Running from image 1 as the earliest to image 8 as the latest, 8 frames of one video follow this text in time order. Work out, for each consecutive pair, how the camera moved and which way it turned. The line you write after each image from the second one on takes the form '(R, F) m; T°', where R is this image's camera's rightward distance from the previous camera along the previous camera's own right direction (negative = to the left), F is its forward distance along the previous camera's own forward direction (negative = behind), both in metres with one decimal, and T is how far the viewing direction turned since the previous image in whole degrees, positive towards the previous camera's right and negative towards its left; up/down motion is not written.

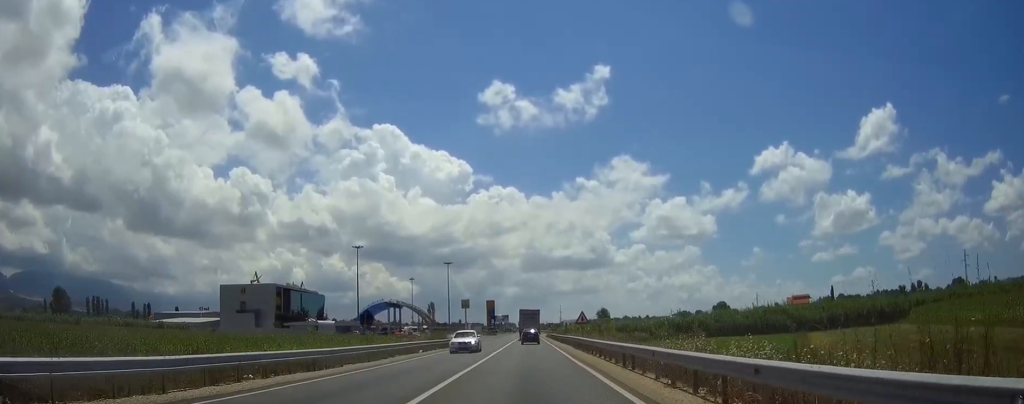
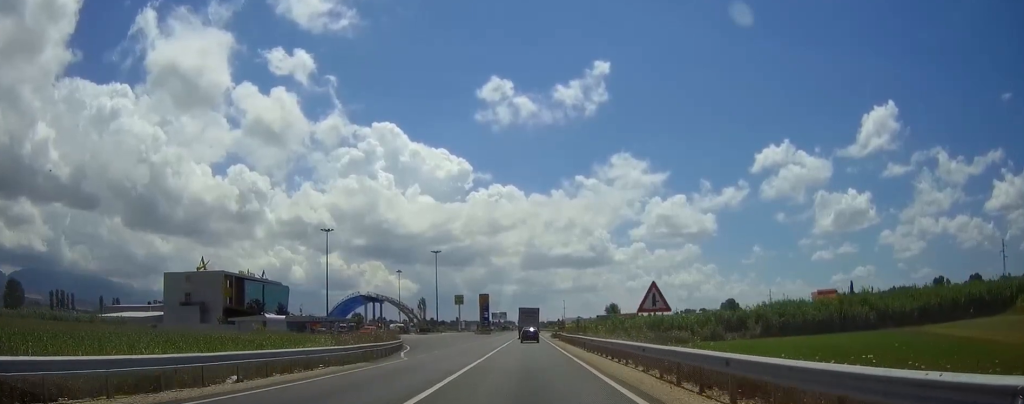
(0.0, +30.2) m; 0°
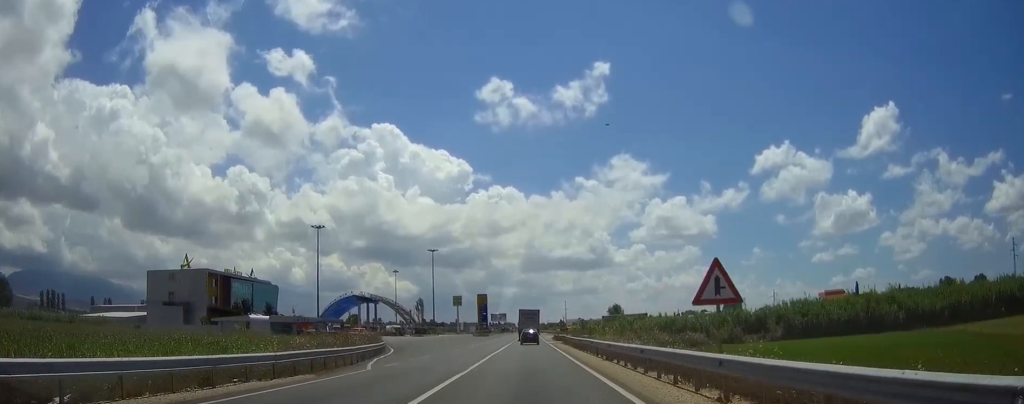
(+0.1, +7.6) m; 0°
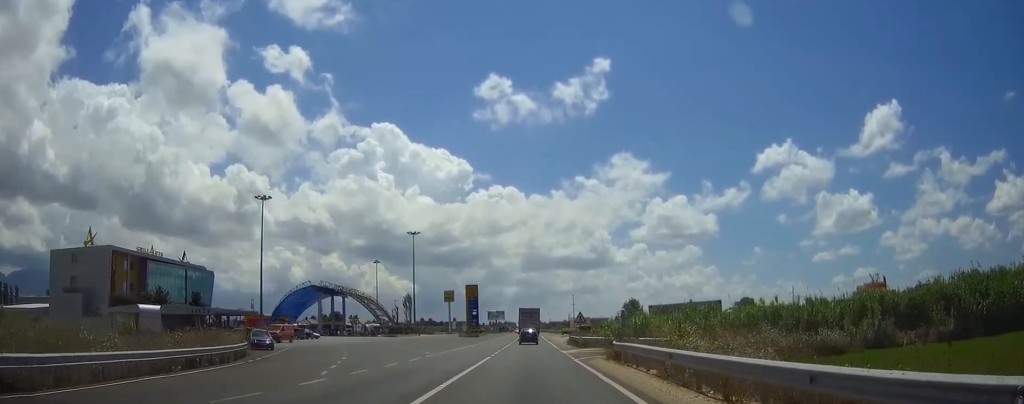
(-0.2, +35.4) m; 0°
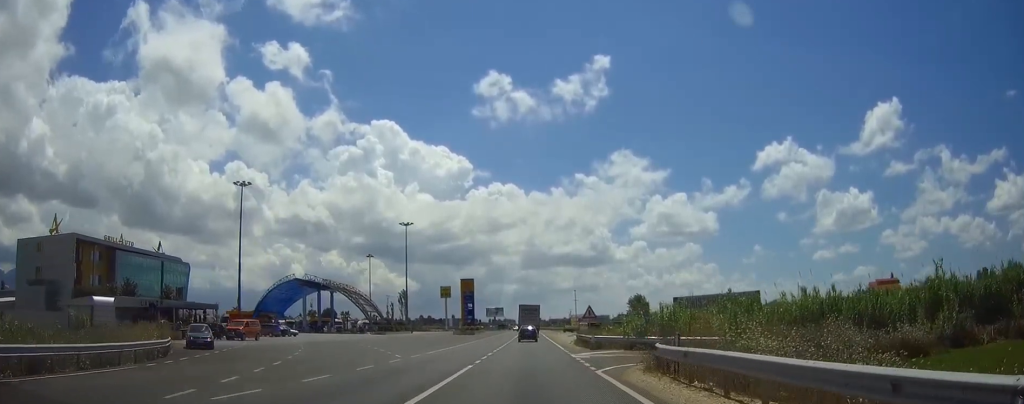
(+0.1, +9.9) m; 0°
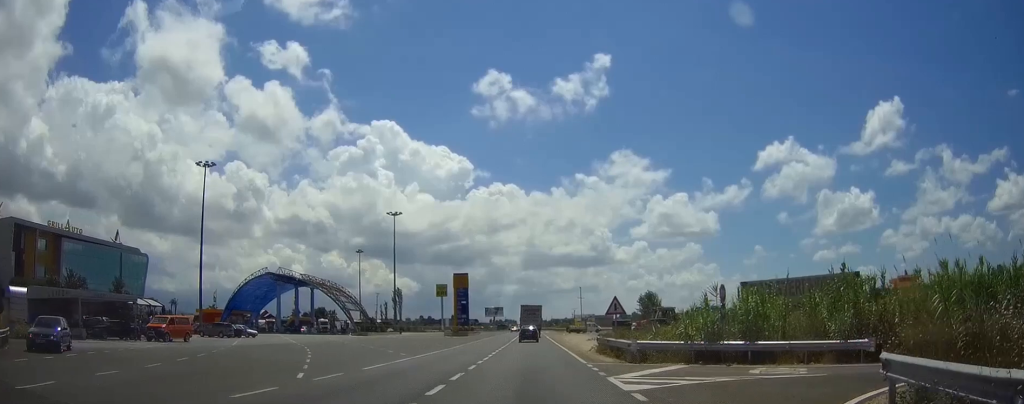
(0.0, +15.1) m; 0°
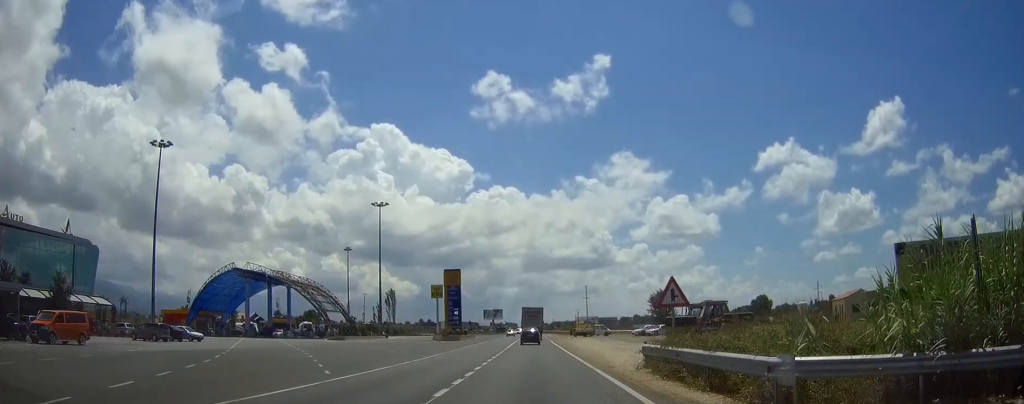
(-0.1, +14.5) m; 0°
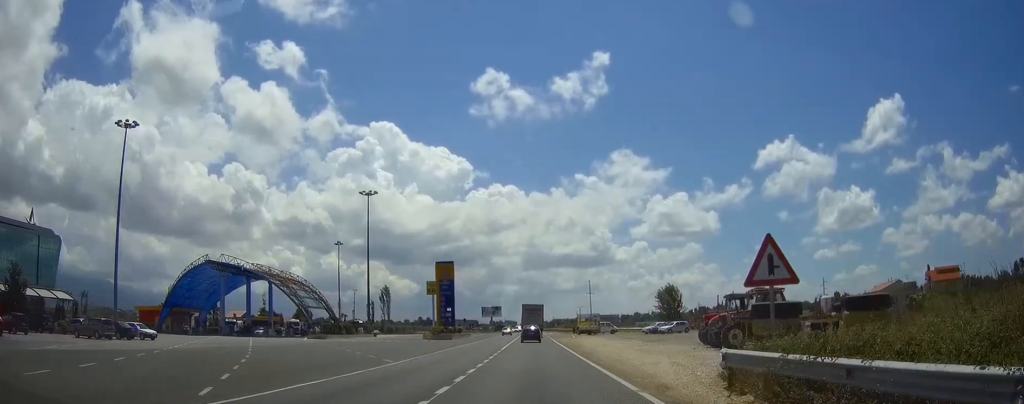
(0.0, +9.3) m; 0°
